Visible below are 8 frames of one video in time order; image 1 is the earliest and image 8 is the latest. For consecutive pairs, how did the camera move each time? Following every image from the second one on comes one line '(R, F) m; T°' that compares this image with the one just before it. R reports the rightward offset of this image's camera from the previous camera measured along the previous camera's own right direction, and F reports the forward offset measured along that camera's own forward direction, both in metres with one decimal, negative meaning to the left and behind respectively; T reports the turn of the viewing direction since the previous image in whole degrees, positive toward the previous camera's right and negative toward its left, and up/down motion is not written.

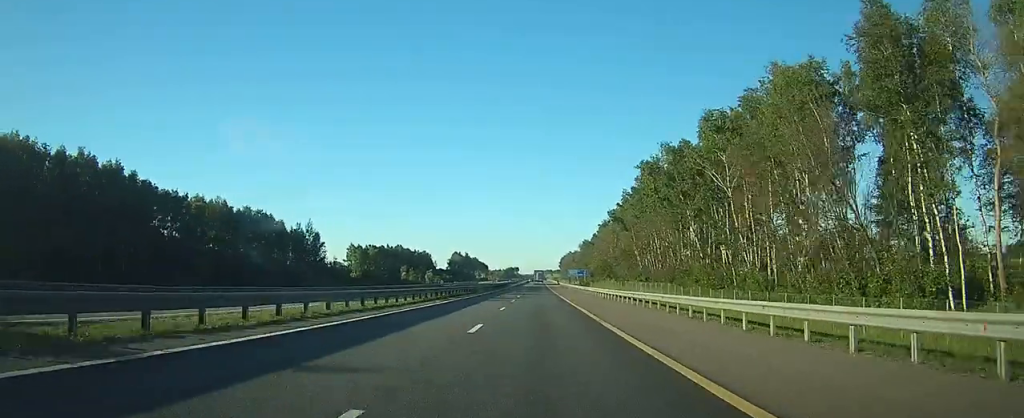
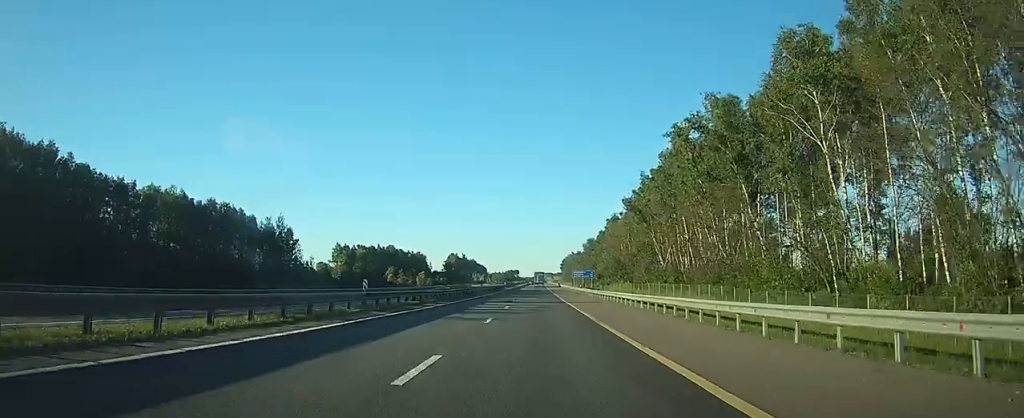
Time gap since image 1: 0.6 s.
(0.0, +19.5) m; 0°
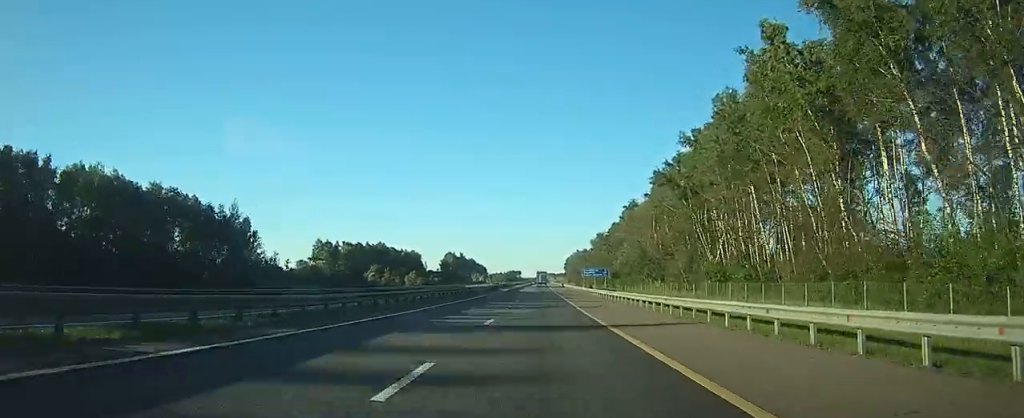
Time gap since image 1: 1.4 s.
(0.0, +24.6) m; 0°
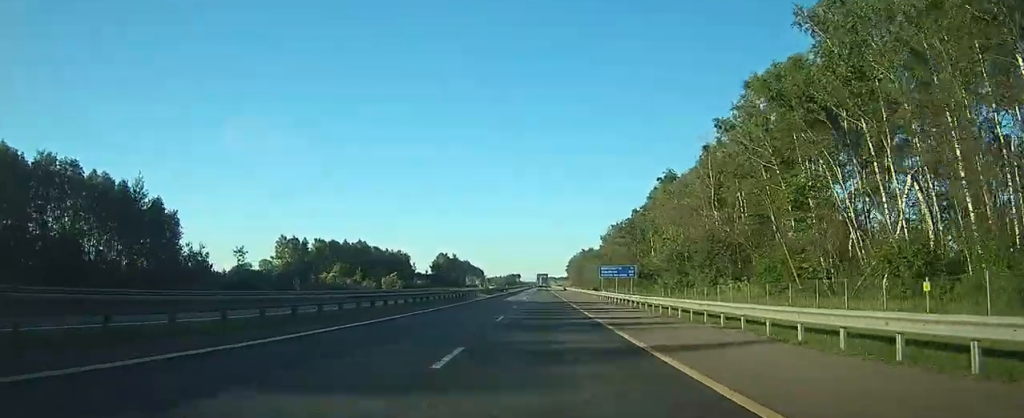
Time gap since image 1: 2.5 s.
(0.0, +32.8) m; 0°
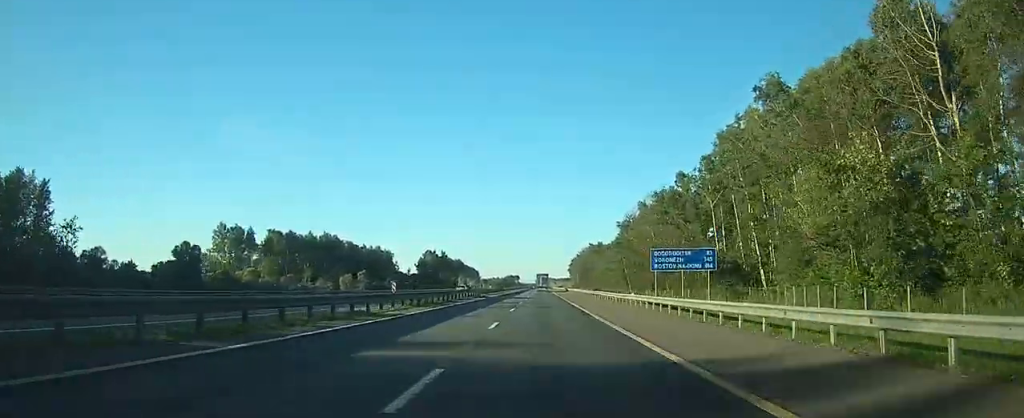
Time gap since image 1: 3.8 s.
(0.0, +39.0) m; 0°
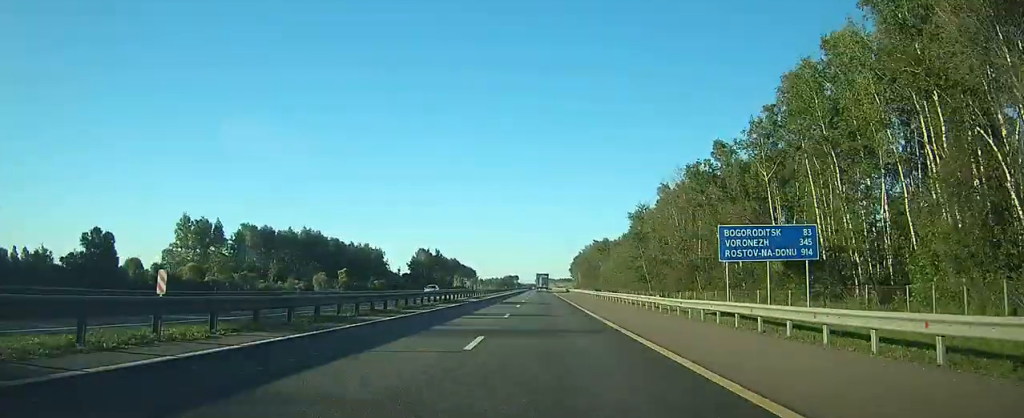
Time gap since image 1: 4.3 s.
(0.0, +17.4) m; 0°
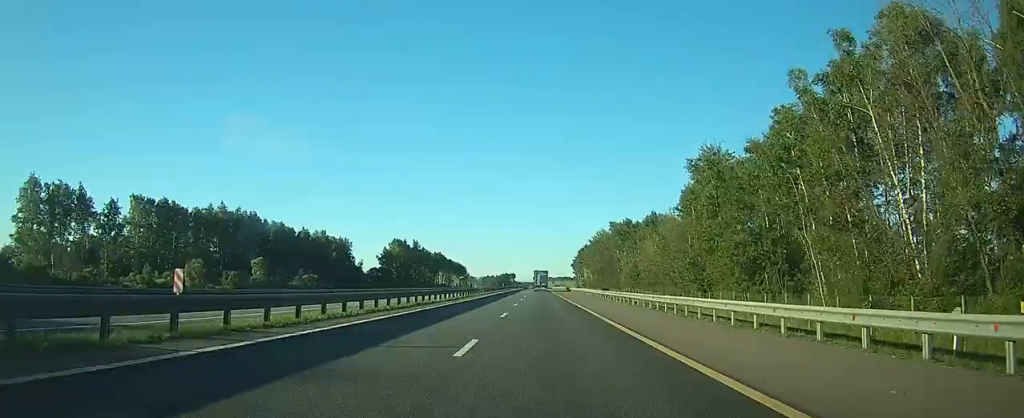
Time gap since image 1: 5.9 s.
(-0.2, +49.4) m; -1°
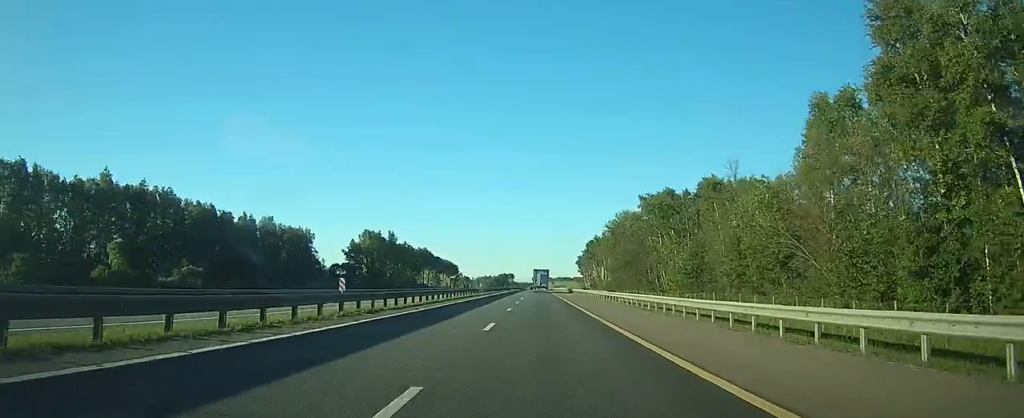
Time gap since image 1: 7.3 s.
(0.0, +42.2) m; 0°
